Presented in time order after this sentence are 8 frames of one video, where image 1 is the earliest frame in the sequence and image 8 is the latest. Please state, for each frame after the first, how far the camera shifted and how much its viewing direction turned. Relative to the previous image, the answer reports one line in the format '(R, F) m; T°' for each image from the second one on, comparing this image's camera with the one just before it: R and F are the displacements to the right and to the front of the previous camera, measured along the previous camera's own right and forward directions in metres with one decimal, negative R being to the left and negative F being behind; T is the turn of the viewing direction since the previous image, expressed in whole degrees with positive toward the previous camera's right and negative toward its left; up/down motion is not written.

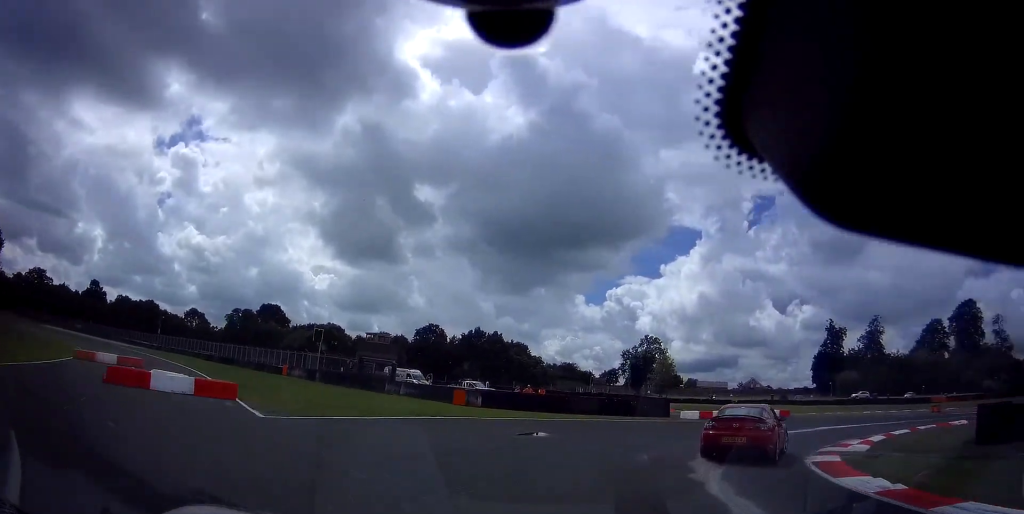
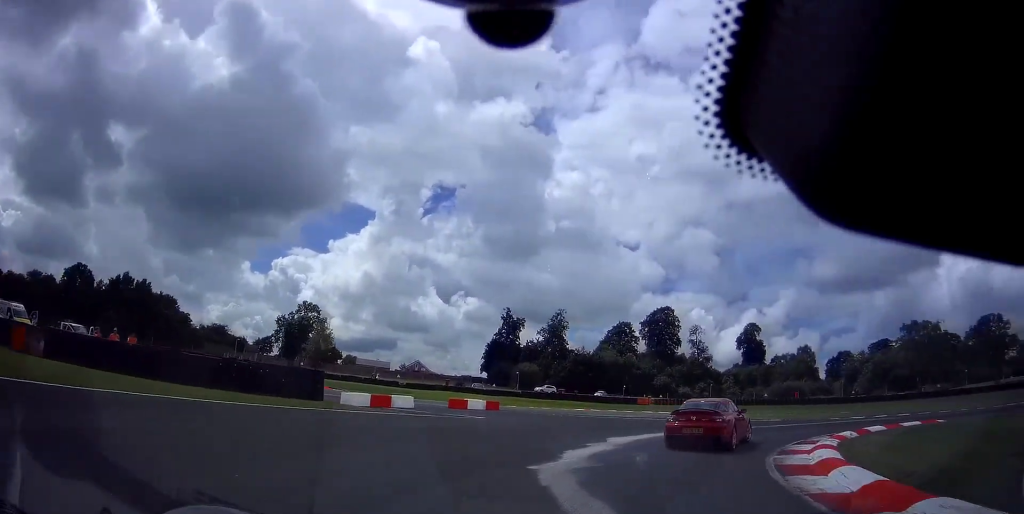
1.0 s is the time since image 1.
(+3.9, +11.8) m; +36°
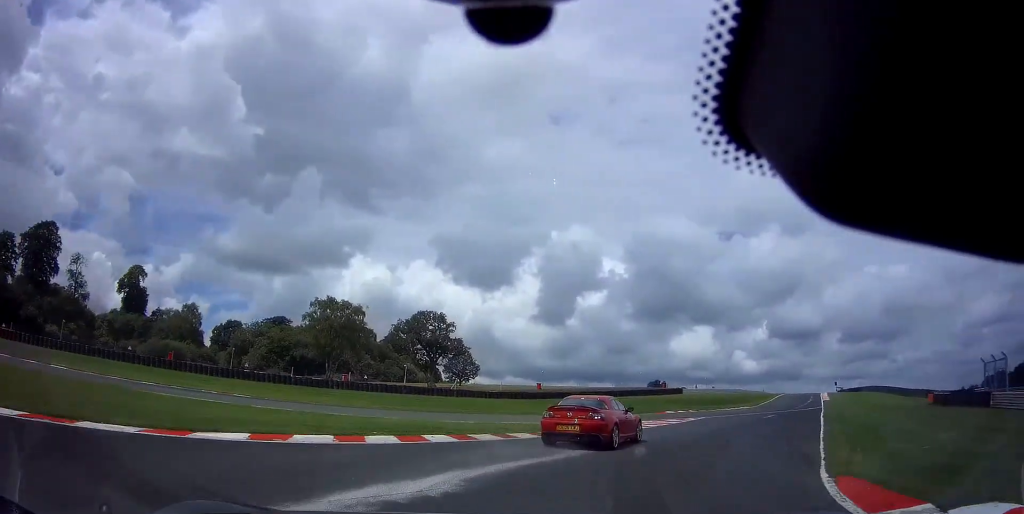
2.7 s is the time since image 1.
(+13.0, +18.8) m; +62°
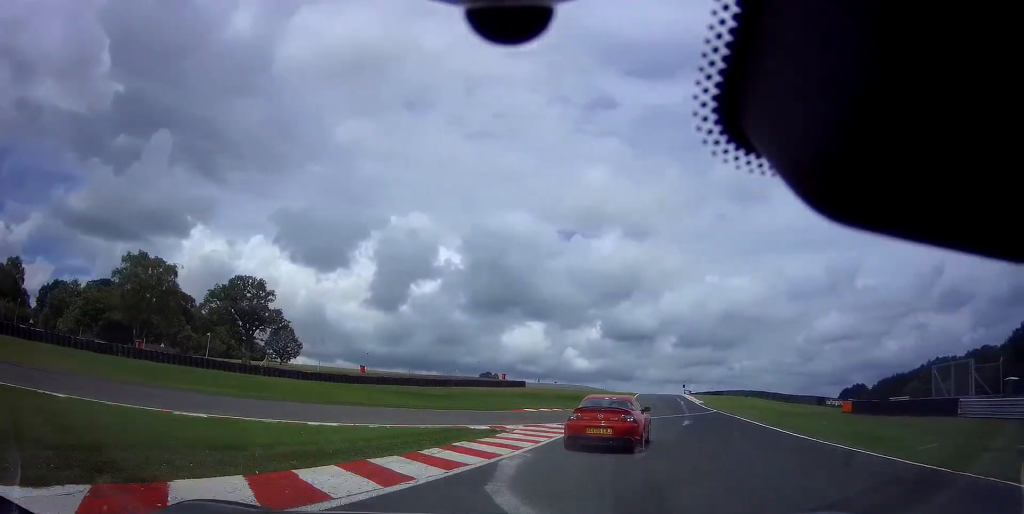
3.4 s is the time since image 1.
(+1.7, +10.7) m; +17°
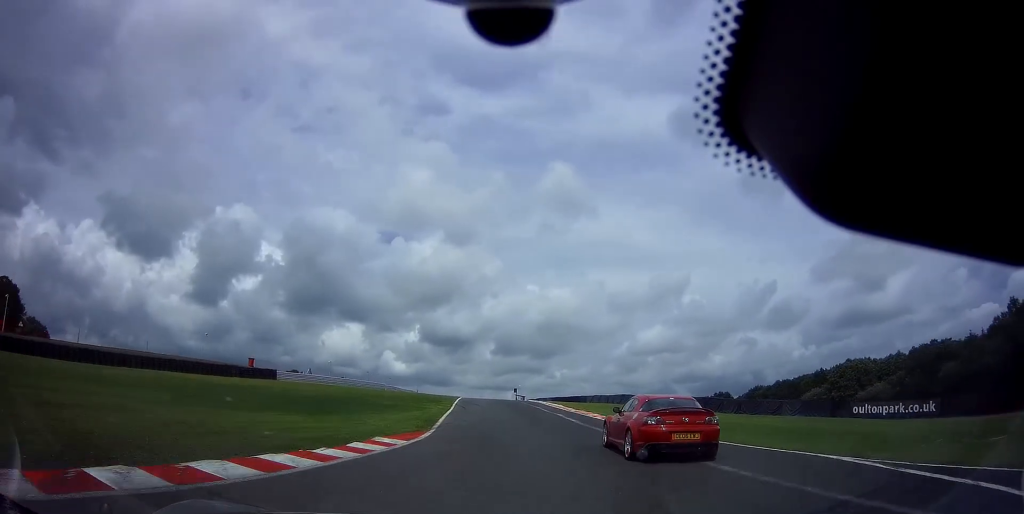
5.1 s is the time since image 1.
(+8.1, +34.5) m; +18°
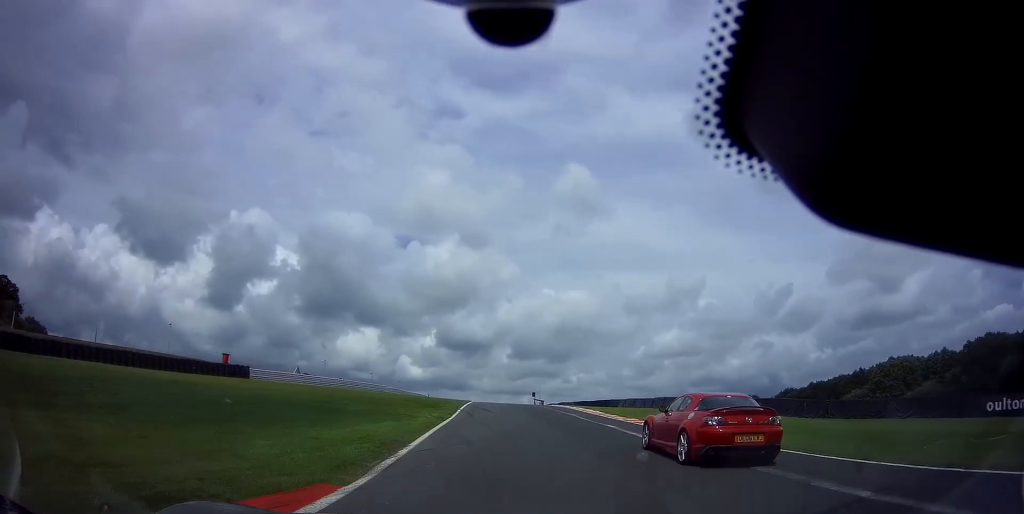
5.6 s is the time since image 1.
(+0.1, +10.2) m; 0°
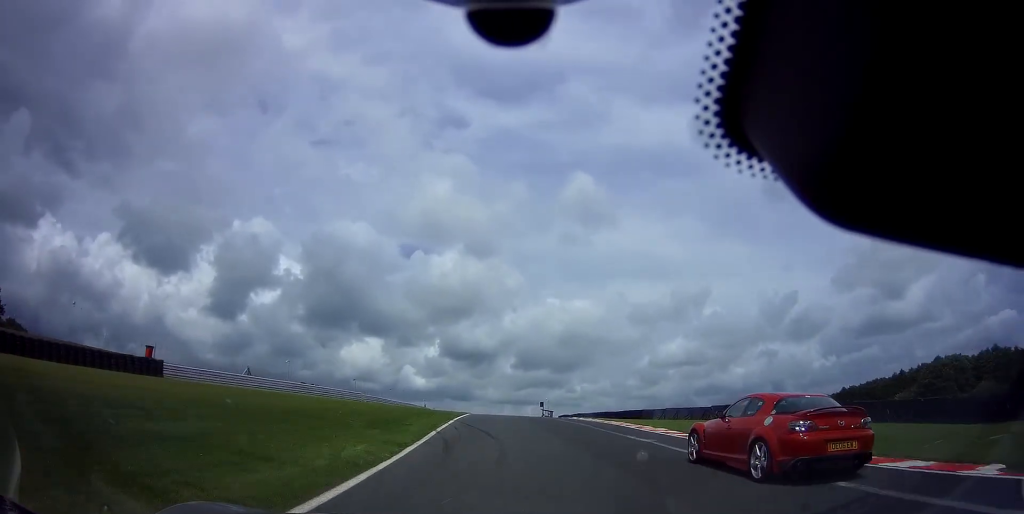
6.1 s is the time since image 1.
(+0.1, +13.6) m; 0°
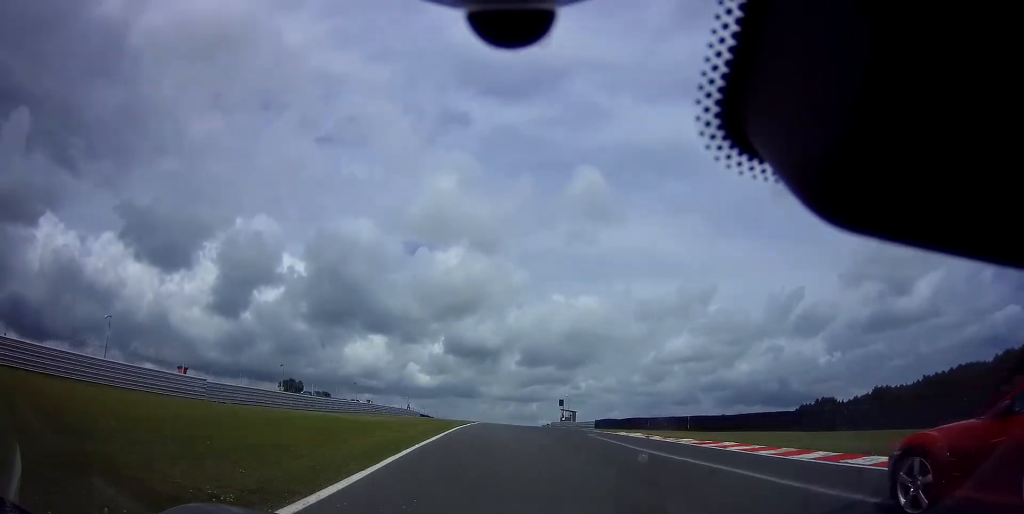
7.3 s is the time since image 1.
(-0.3, +29.9) m; -1°
